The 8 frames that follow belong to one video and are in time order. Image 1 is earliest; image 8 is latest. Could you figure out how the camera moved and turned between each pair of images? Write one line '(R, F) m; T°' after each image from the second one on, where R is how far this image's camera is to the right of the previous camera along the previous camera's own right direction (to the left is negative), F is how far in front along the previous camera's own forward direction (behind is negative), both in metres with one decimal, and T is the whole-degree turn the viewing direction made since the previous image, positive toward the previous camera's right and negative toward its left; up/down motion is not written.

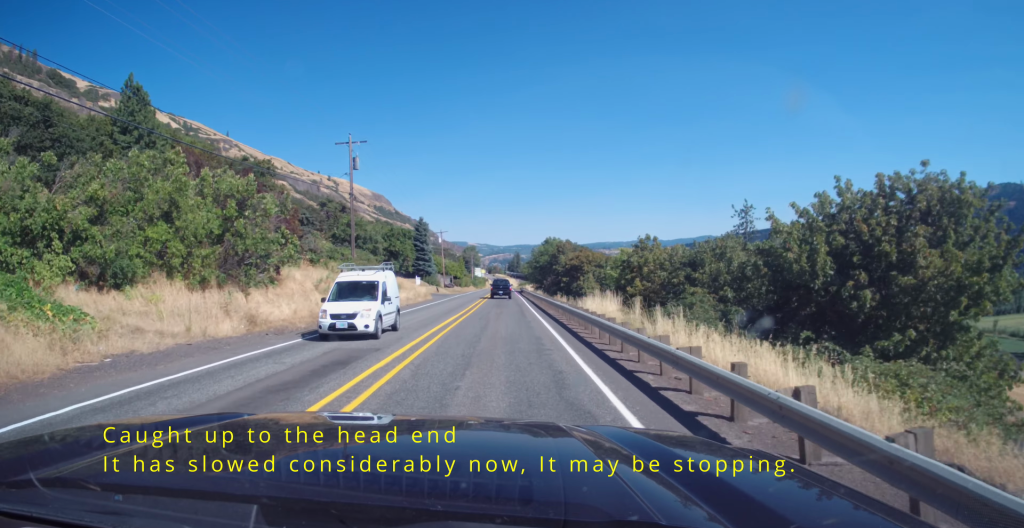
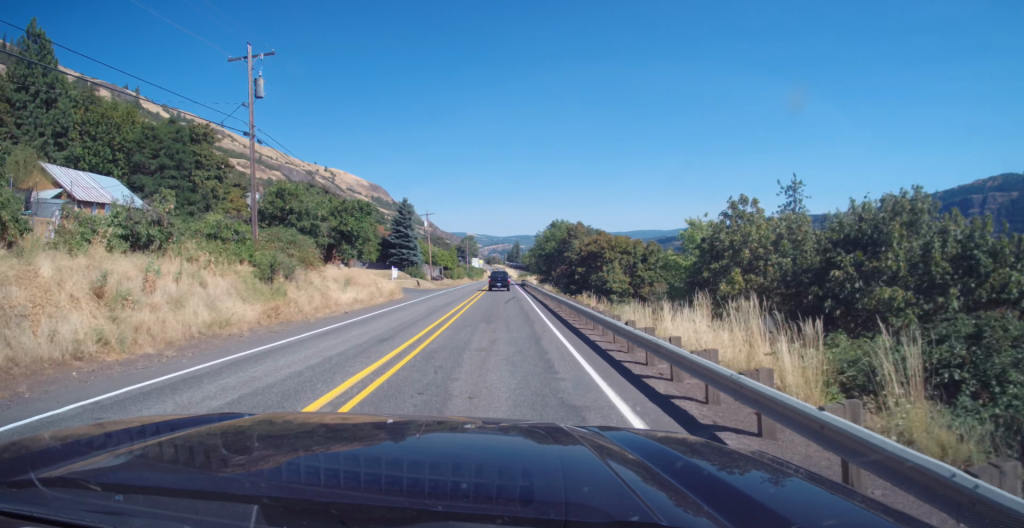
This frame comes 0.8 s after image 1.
(0.0, +17.8) m; 0°
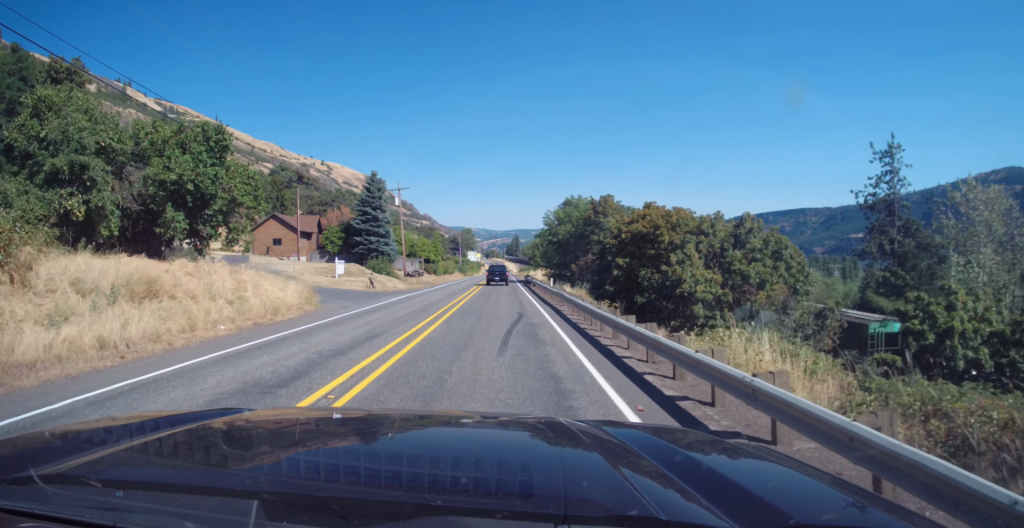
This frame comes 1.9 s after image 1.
(-0.2, +23.4) m; 0°
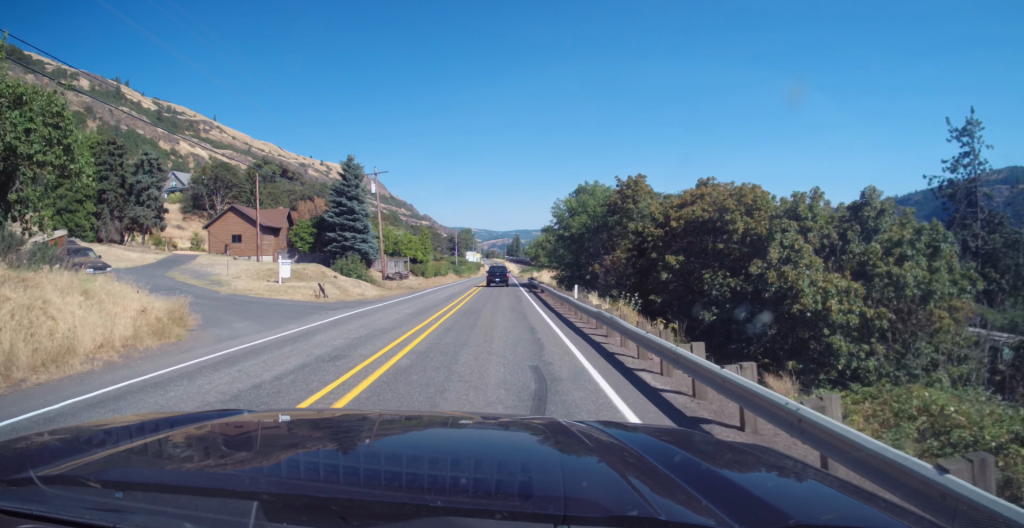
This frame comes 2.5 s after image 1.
(+0.2, +12.5) m; 0°
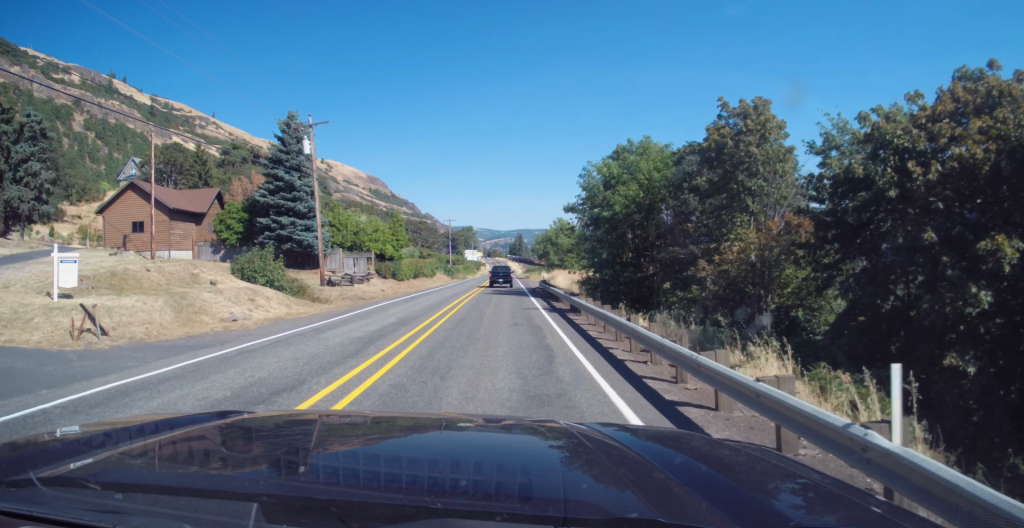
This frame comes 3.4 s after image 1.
(-0.5, +20.2) m; 0°
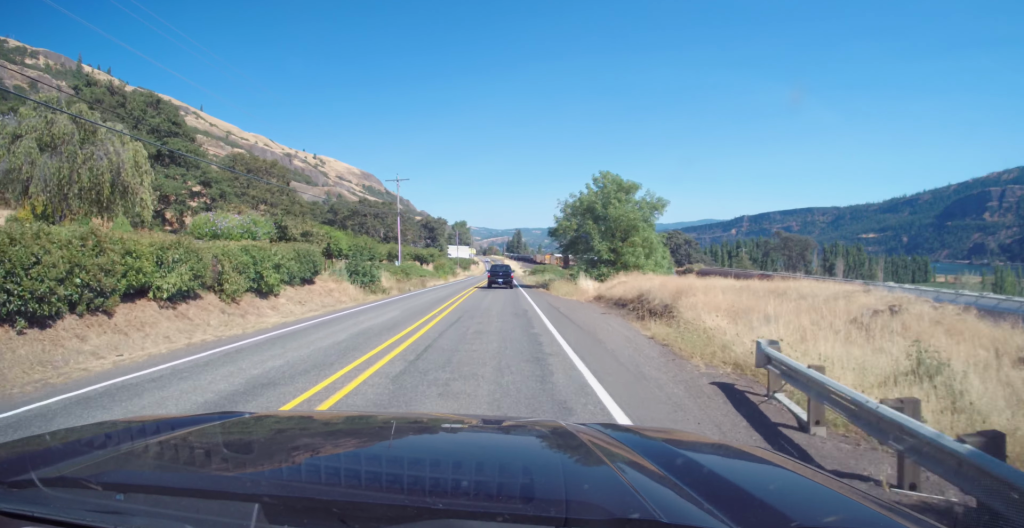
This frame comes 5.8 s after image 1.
(-0.1, +52.6) m; 0°
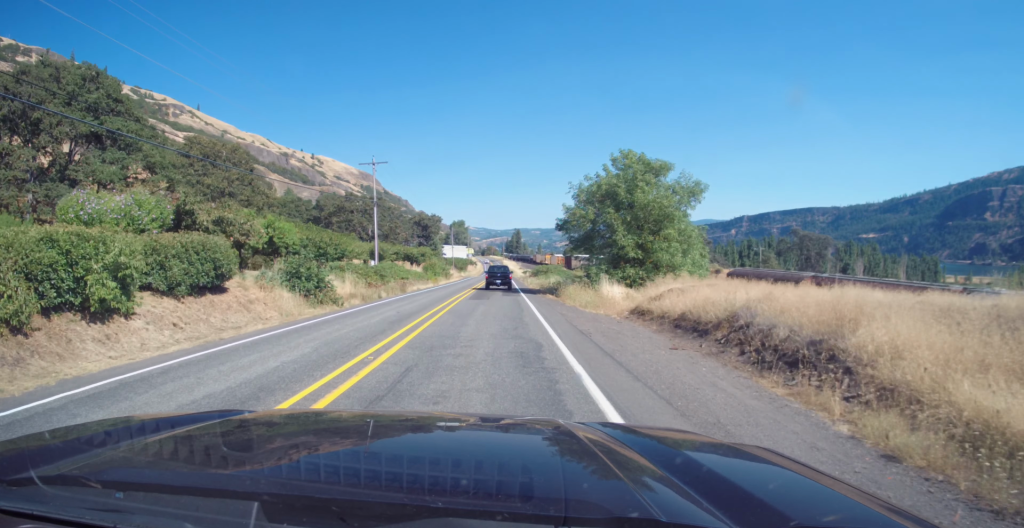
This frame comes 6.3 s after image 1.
(0.0, +10.7) m; +1°
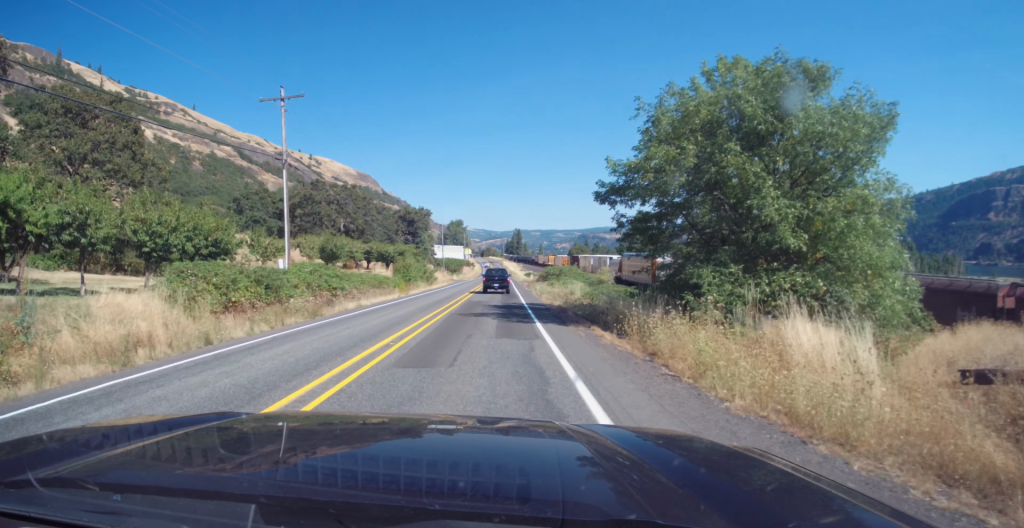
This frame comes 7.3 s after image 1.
(+0.5, +21.8) m; 0°
